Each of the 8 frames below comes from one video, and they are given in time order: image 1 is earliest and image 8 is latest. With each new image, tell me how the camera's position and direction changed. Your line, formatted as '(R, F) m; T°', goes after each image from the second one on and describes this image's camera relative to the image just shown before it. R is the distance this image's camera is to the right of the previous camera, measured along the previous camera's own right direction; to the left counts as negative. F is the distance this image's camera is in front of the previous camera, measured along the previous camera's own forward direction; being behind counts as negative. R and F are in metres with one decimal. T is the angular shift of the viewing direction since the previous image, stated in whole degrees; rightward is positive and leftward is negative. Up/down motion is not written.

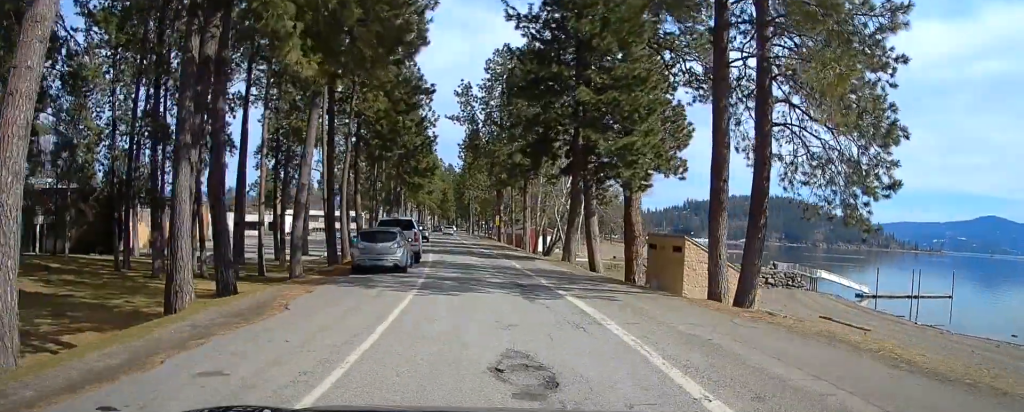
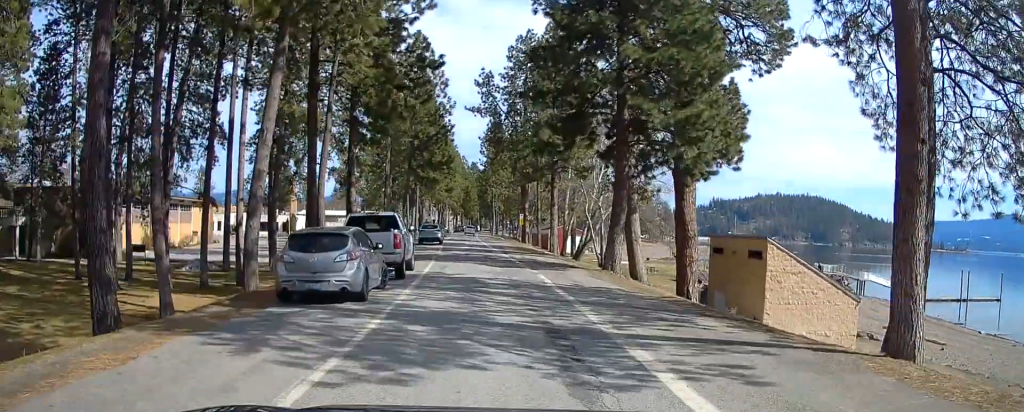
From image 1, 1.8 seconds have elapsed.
(-0.2, +8.3) m; -2°
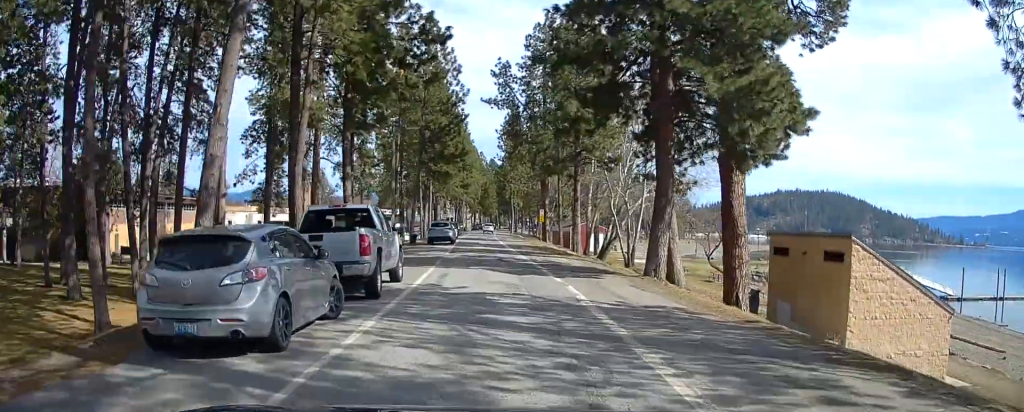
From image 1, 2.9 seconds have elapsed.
(+0.1, +5.2) m; -1°
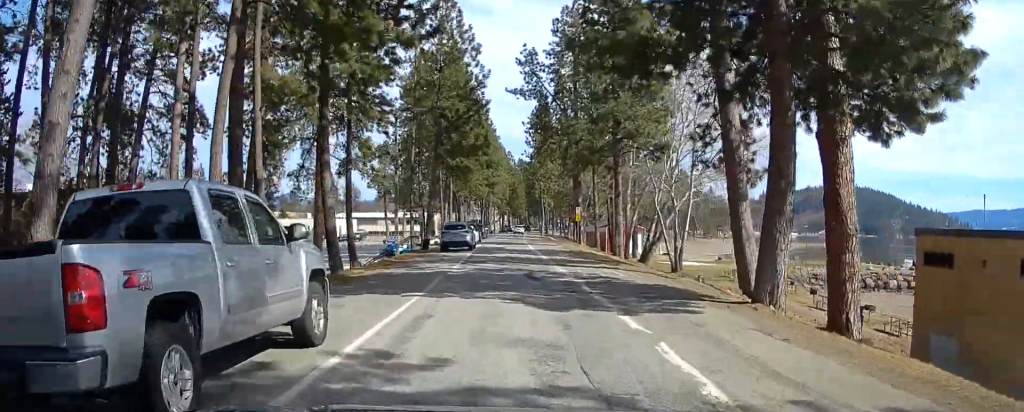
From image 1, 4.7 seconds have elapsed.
(-0.3, +8.1) m; -3°
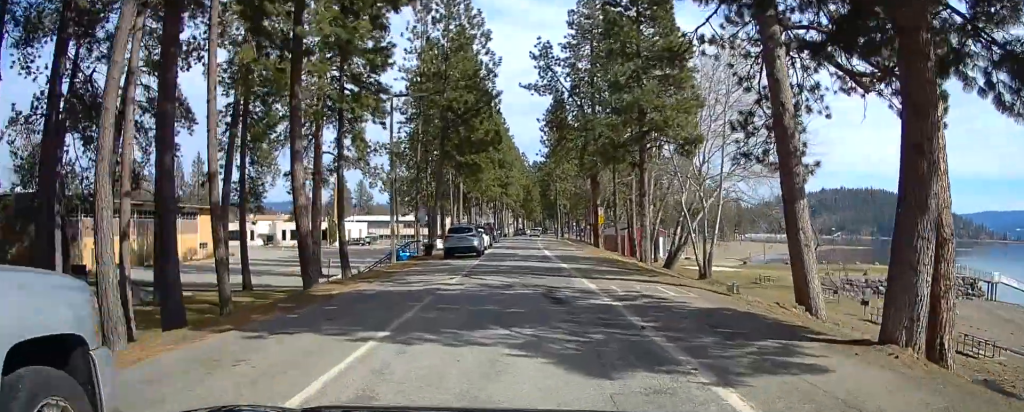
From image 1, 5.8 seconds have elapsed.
(-0.1, +4.8) m; 0°
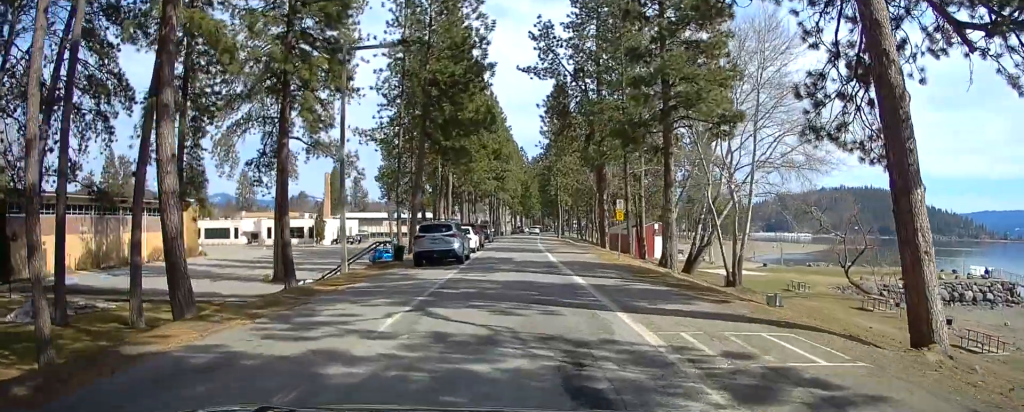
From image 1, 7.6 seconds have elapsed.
(0.0, +8.2) m; +2°
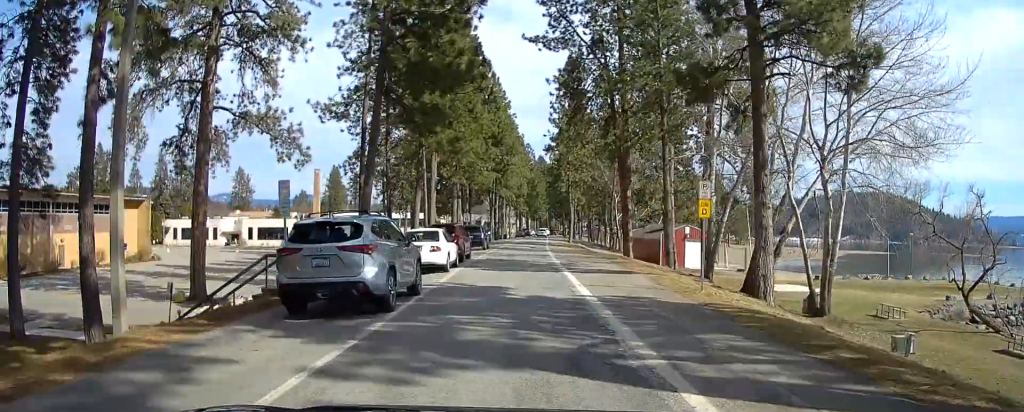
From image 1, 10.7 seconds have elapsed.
(+0.1, +14.1) m; 0°
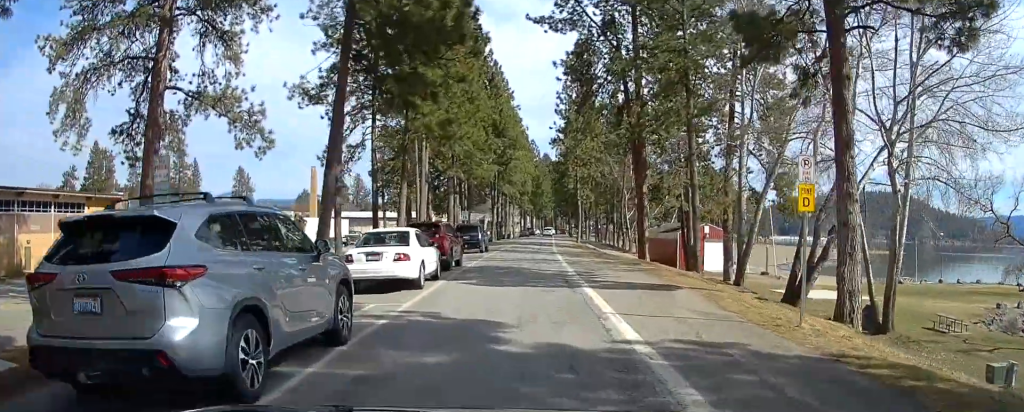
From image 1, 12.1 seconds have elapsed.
(0.0, +6.2) m; 0°
